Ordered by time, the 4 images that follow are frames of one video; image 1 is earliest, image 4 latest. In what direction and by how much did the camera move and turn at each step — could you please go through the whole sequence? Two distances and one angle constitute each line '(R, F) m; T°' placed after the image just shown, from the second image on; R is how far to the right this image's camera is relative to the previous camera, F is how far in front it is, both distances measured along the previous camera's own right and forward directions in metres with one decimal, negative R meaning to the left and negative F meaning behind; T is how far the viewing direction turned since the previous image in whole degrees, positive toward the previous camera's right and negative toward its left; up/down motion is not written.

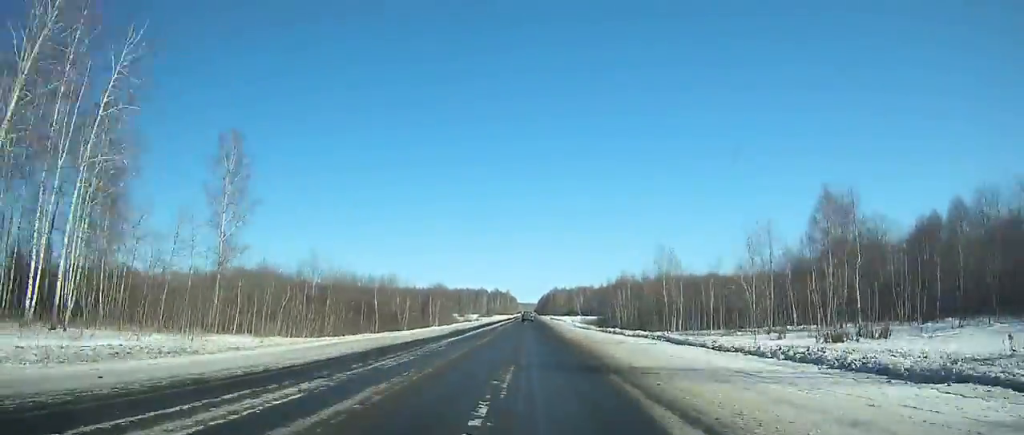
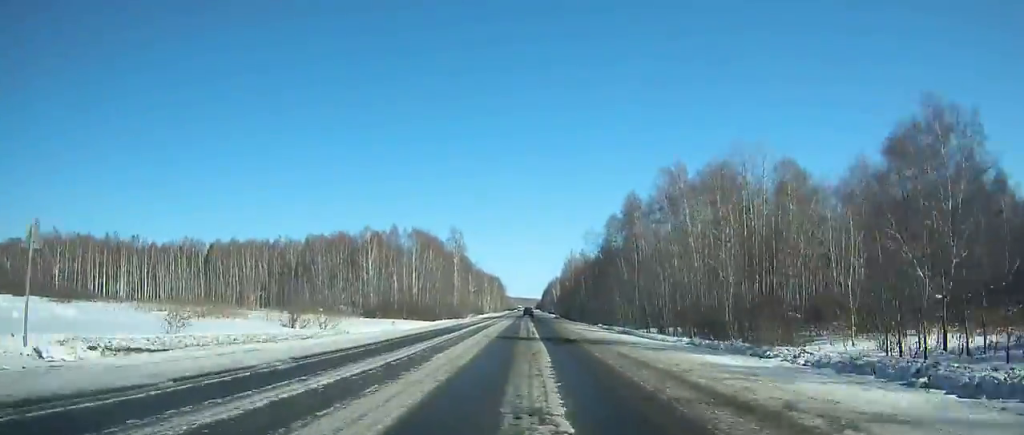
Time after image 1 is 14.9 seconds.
(+1.0, +324.8) m; 0°
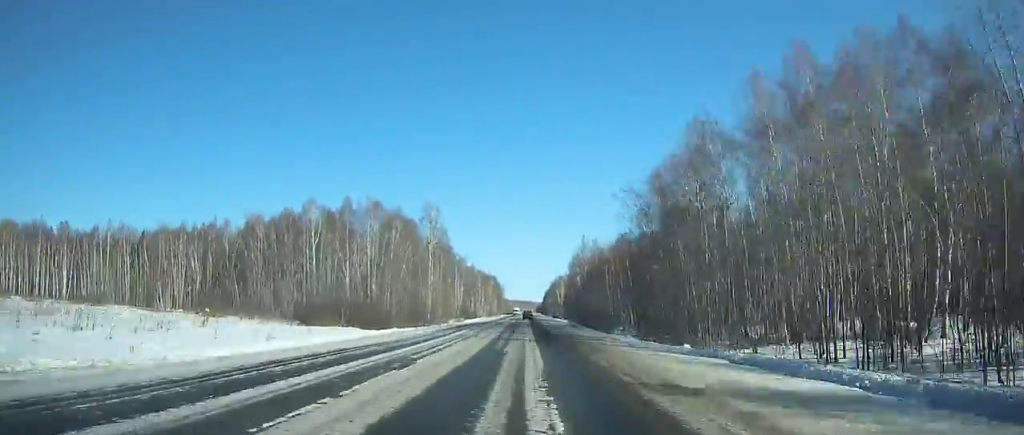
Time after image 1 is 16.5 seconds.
(+0.1, +34.2) m; 0°
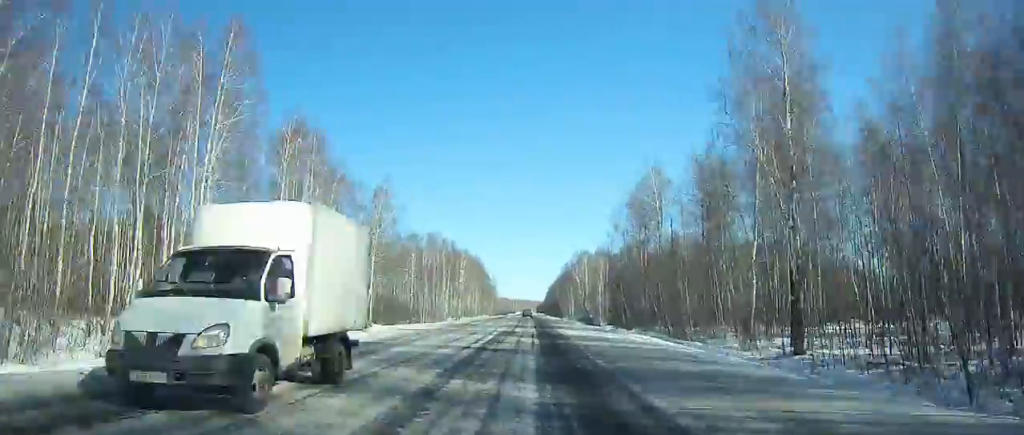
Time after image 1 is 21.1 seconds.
(+0.4, +97.8) m; 0°
